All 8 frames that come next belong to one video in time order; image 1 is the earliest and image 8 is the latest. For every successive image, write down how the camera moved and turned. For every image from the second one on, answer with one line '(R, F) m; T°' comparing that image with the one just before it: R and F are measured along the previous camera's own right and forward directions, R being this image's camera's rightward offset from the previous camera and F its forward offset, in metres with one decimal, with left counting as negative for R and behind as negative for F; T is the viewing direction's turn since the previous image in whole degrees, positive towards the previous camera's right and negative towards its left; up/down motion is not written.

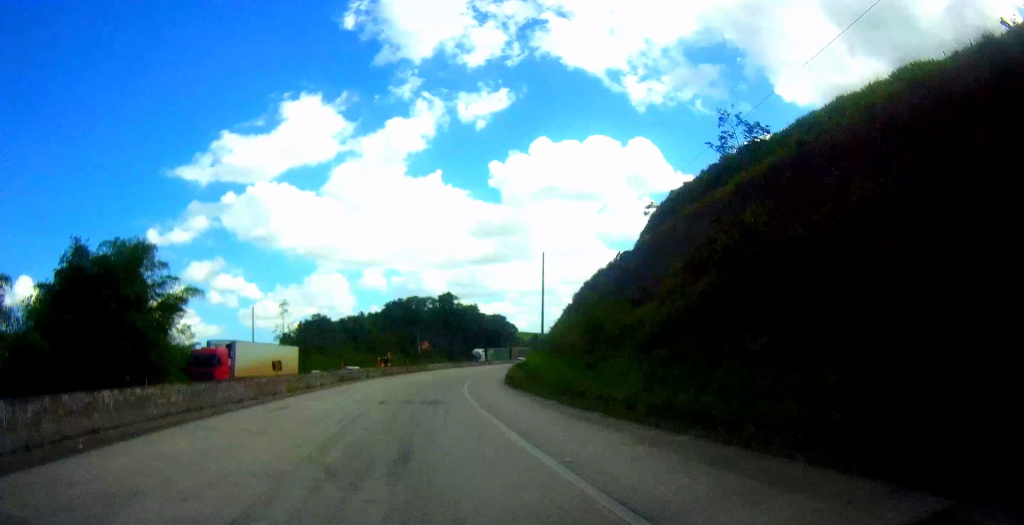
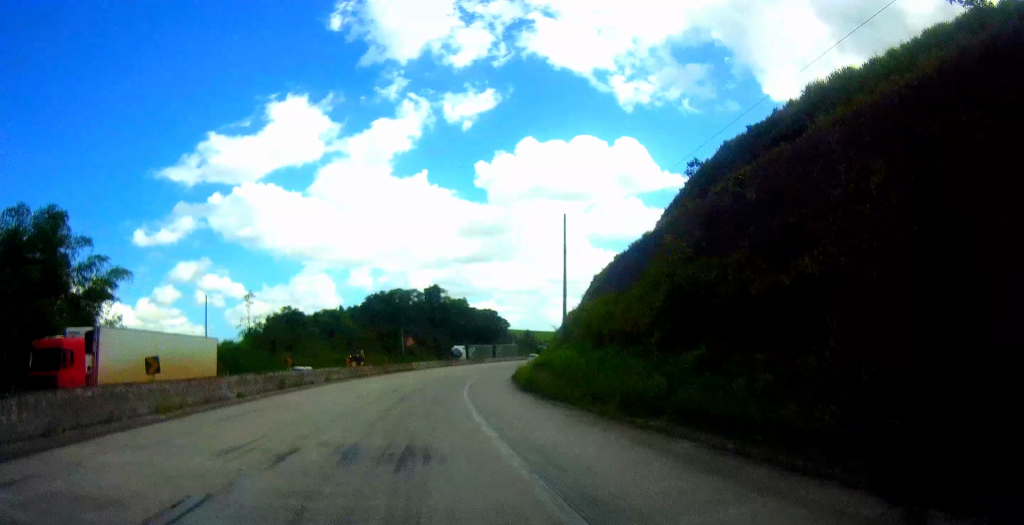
(-0.1, +13.1) m; 0°
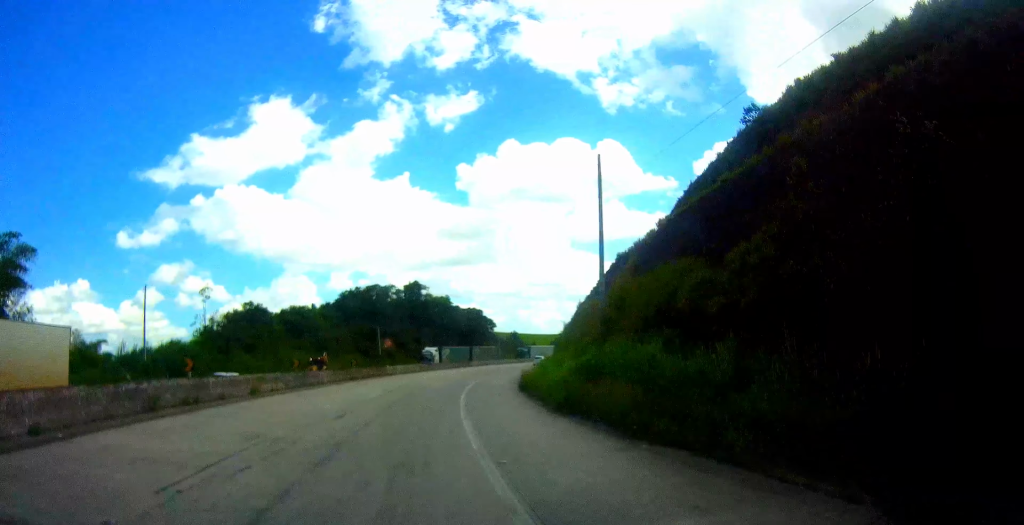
(-0.1, +11.9) m; 0°
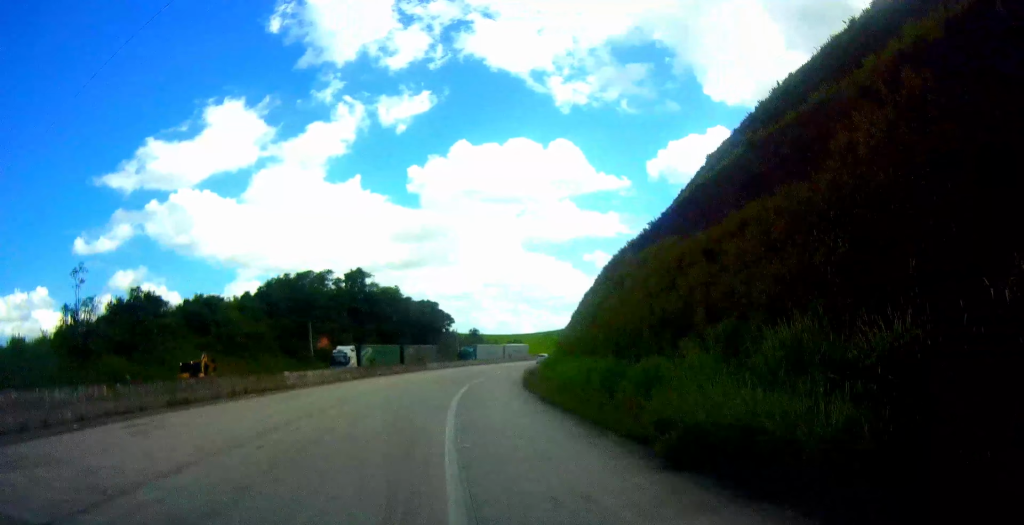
(+0.3, +23.3) m; +3°
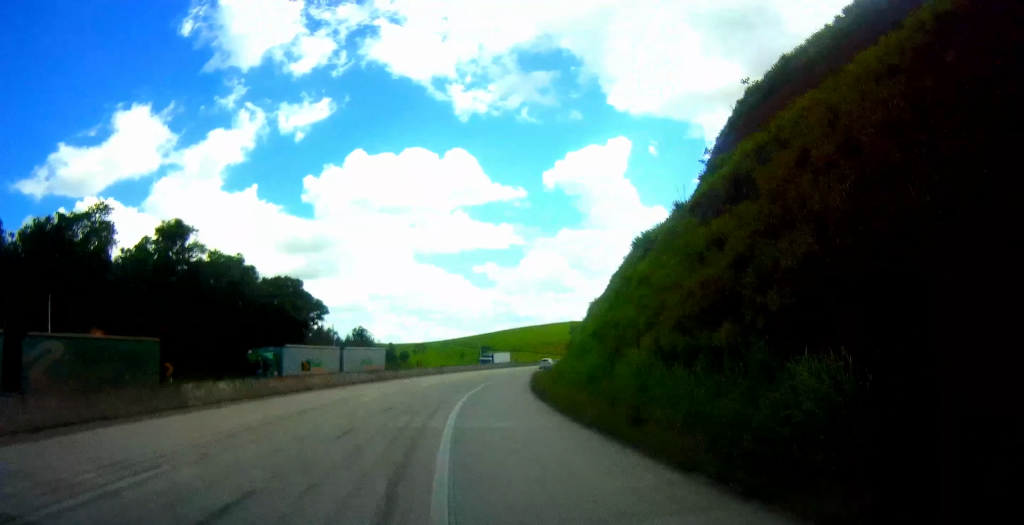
(+3.7, +45.8) m; +10°
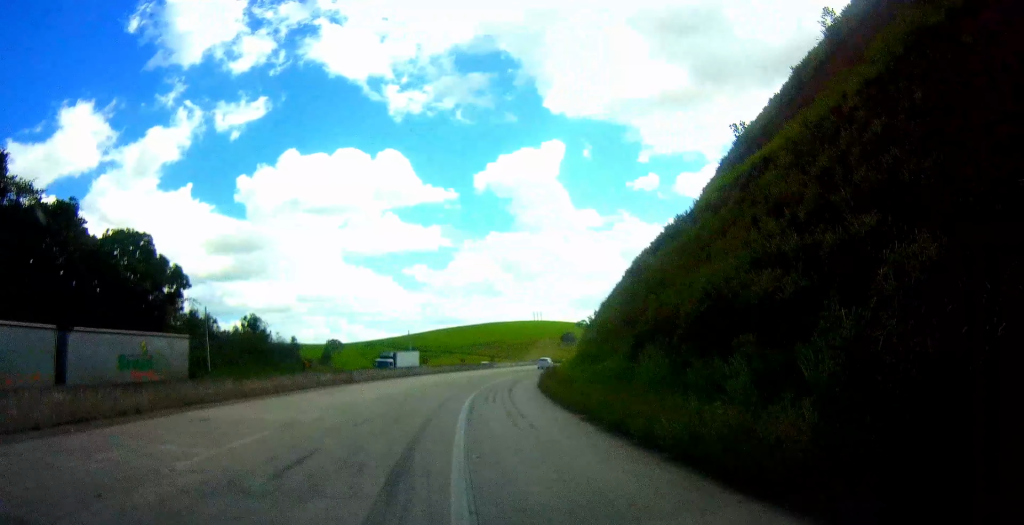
(+1.7, +27.2) m; +6°
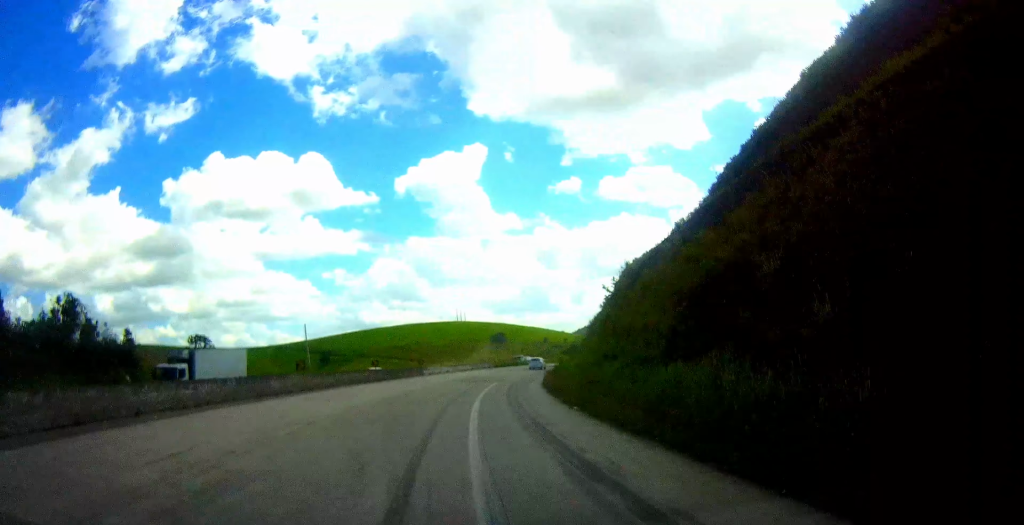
(+1.1, +28.0) m; +5°
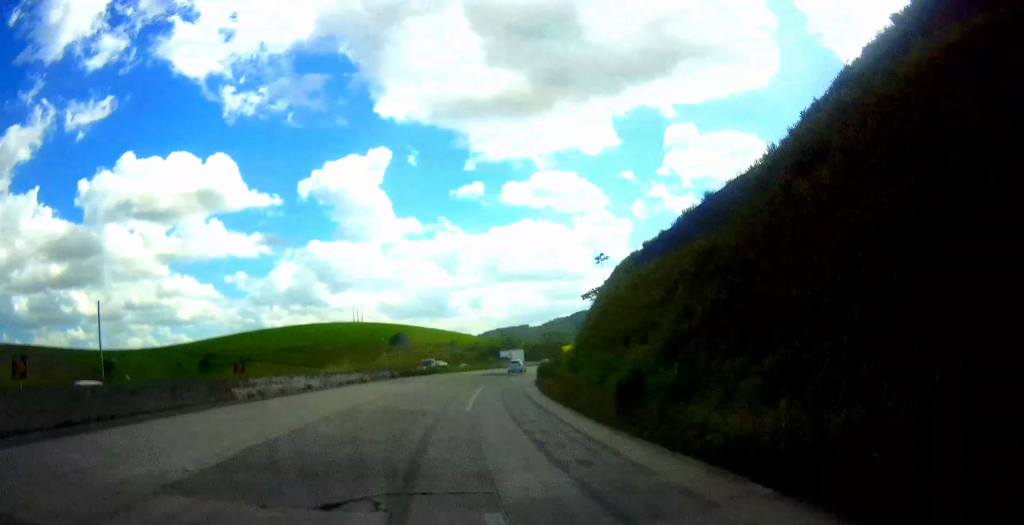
(+2.0, +32.3) m; +7°
